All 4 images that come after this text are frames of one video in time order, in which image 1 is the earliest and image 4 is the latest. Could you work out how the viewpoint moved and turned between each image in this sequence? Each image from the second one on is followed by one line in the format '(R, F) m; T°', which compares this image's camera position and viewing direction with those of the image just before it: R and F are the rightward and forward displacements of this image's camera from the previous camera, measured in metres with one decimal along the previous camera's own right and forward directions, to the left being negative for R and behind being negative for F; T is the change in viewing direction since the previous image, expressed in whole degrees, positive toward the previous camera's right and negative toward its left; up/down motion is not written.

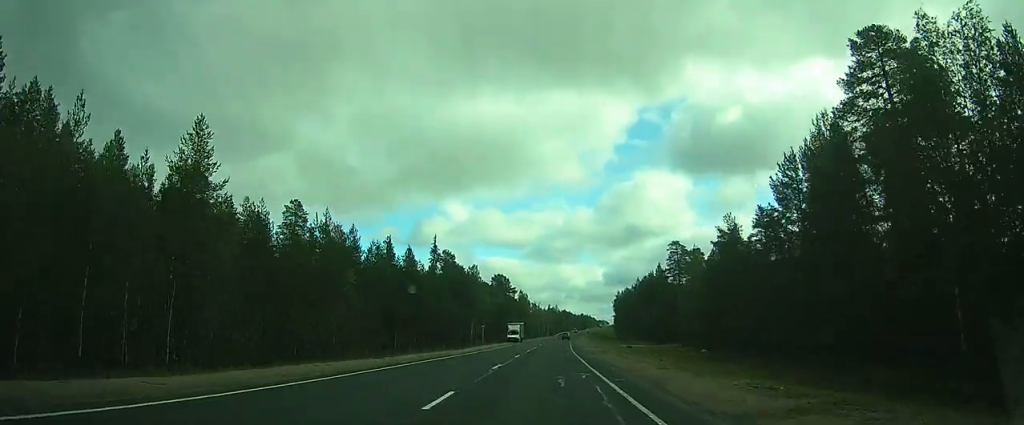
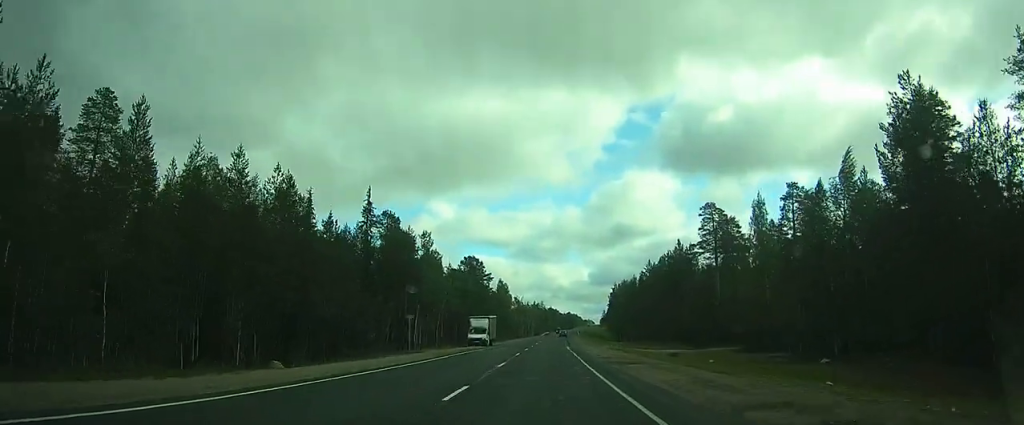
(+0.9, +35.7) m; +4°
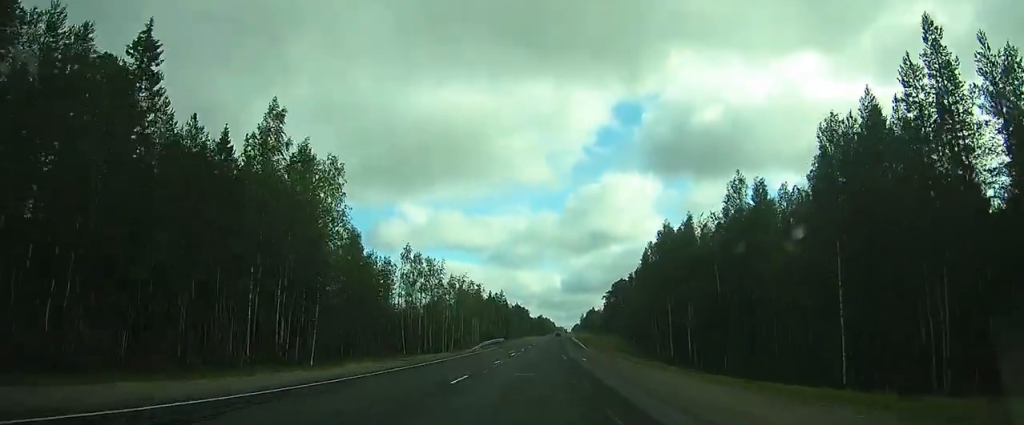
(+4.7, +117.3) m; +3°
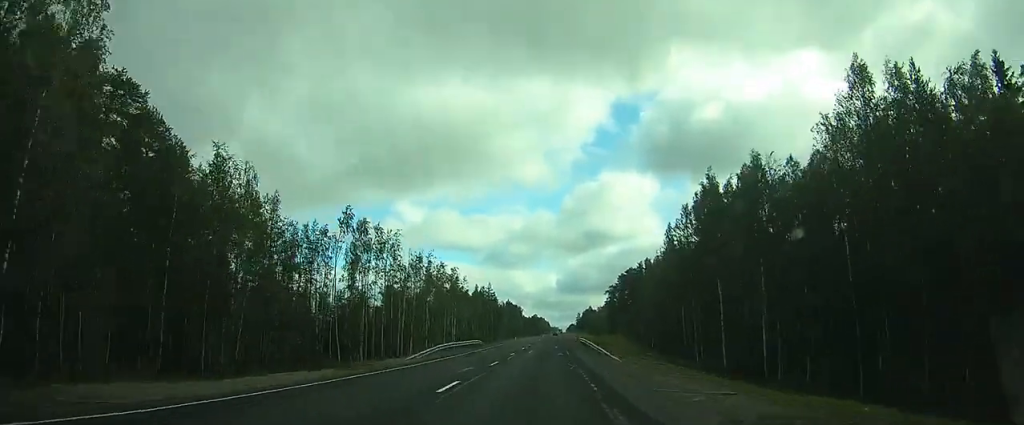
(0.0, +26.2) m; 0°
